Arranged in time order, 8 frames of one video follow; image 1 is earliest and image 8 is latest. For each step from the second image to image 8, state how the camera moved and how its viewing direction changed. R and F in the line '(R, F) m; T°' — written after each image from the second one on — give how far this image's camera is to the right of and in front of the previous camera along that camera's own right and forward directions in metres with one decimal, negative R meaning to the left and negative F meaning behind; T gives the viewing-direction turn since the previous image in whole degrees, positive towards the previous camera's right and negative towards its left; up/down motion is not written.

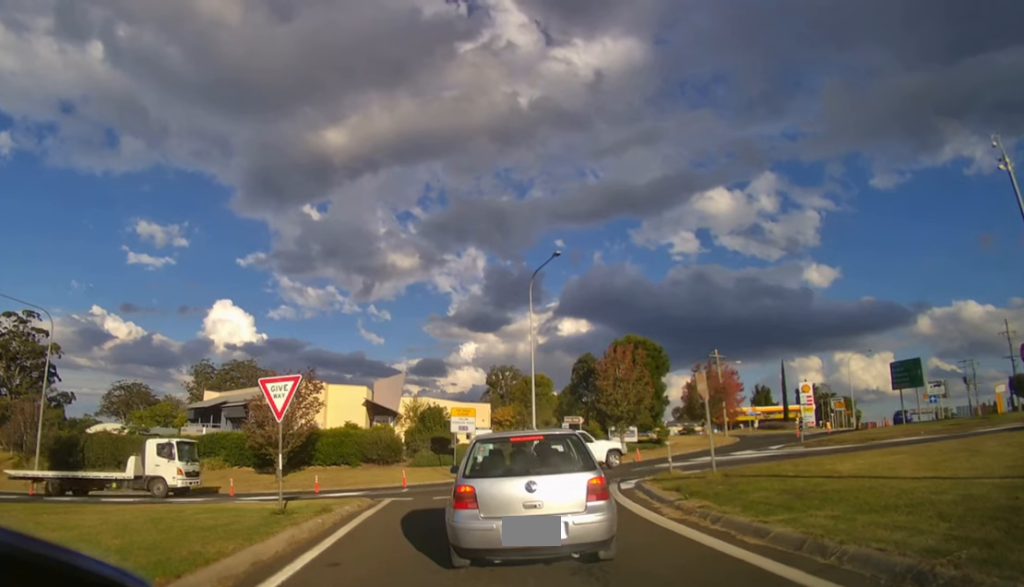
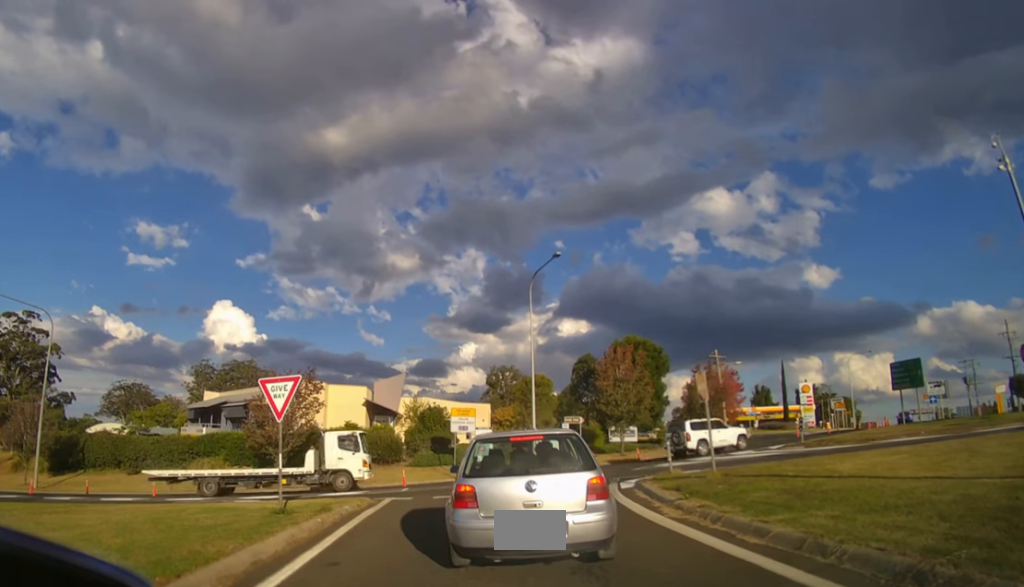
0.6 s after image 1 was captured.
(0.0, 0.0) m; 0°
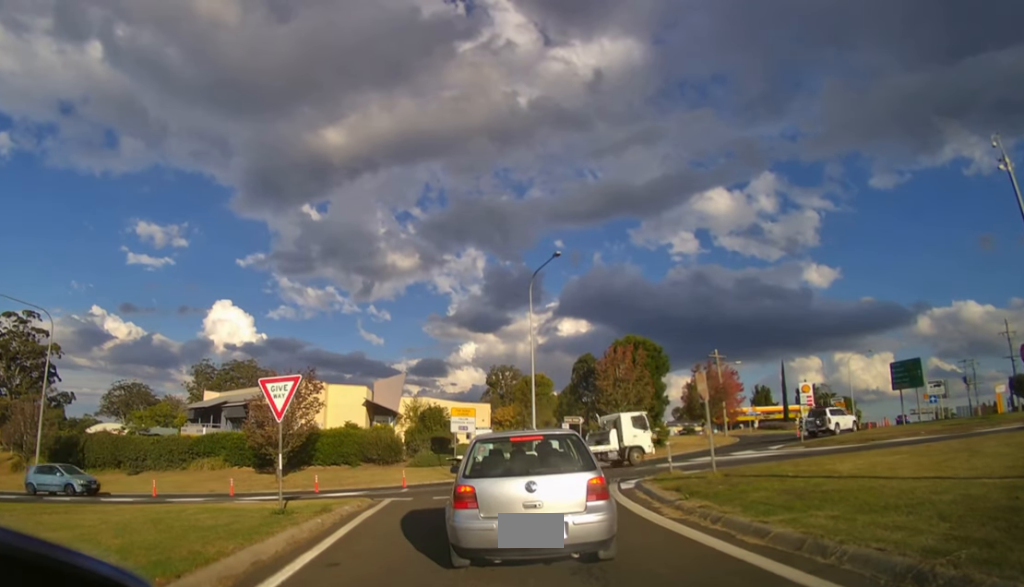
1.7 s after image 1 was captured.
(0.0, 0.0) m; 0°
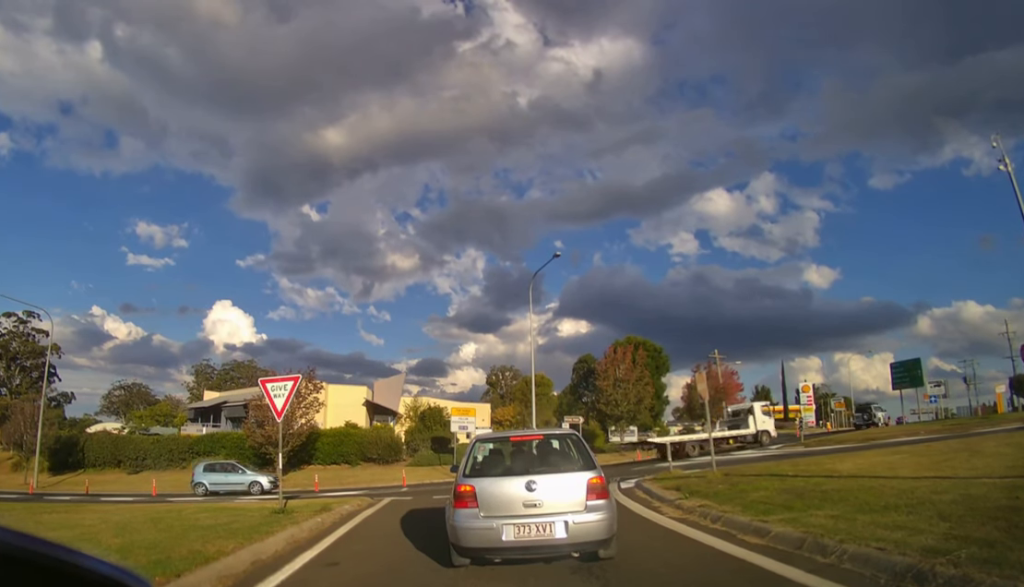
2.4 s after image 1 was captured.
(0.0, 0.0) m; 0°
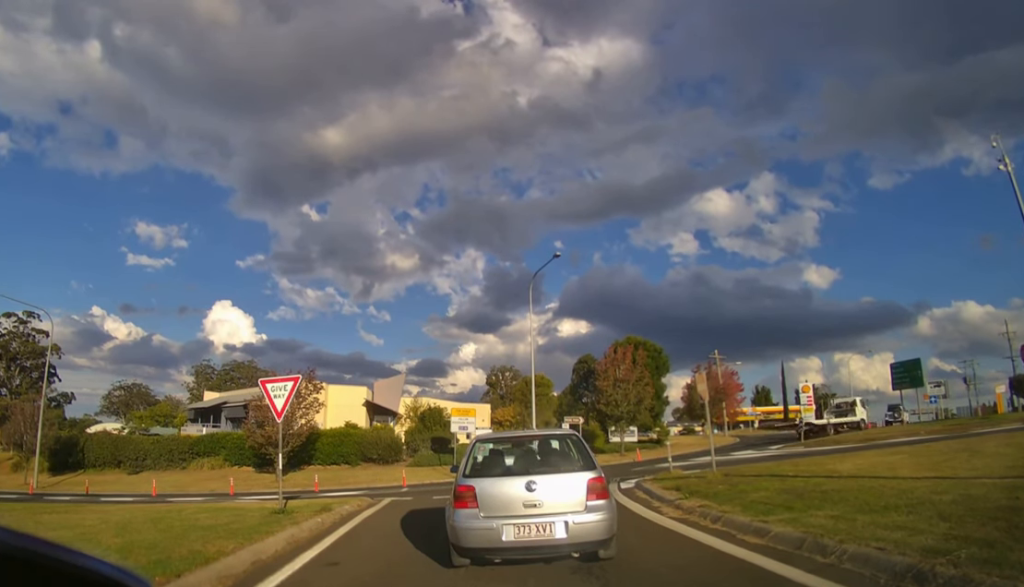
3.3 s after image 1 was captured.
(0.0, 0.0) m; 0°
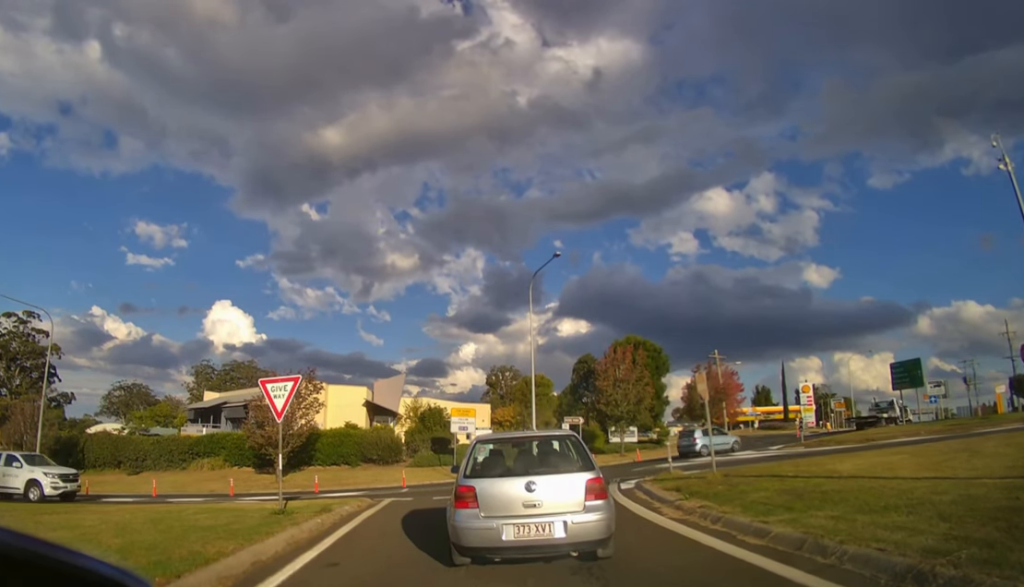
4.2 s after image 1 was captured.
(0.0, 0.0) m; 0°
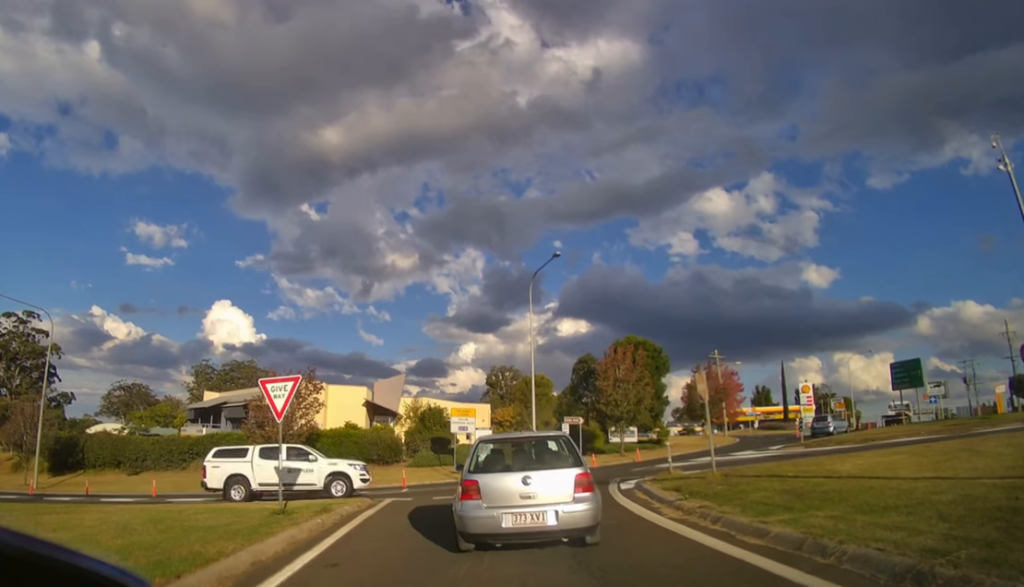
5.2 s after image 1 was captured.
(0.0, 0.0) m; 0°
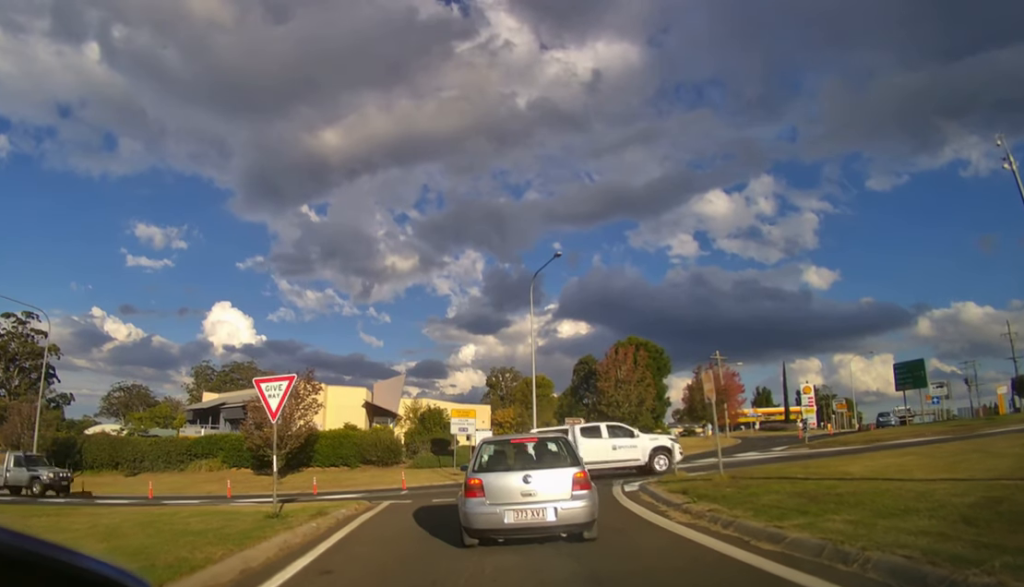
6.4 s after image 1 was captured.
(0.0, 0.0) m; 0°
